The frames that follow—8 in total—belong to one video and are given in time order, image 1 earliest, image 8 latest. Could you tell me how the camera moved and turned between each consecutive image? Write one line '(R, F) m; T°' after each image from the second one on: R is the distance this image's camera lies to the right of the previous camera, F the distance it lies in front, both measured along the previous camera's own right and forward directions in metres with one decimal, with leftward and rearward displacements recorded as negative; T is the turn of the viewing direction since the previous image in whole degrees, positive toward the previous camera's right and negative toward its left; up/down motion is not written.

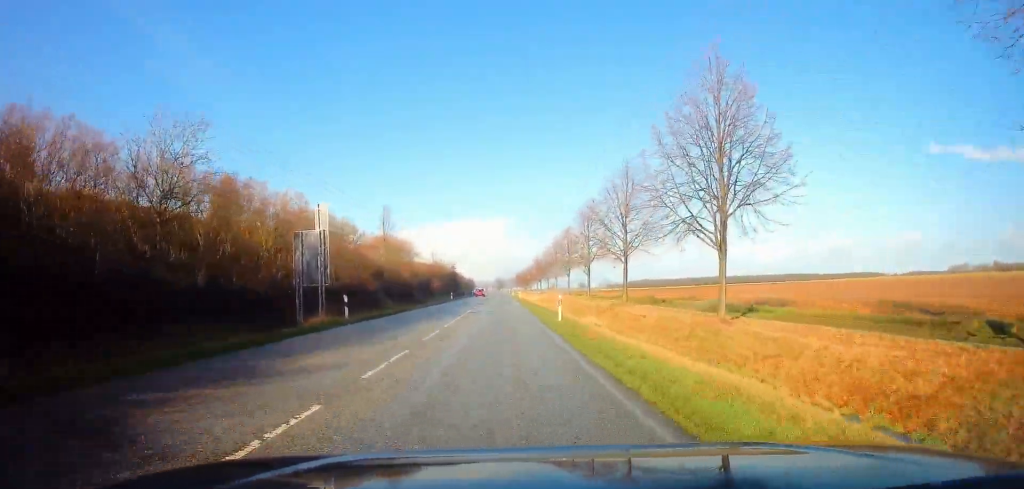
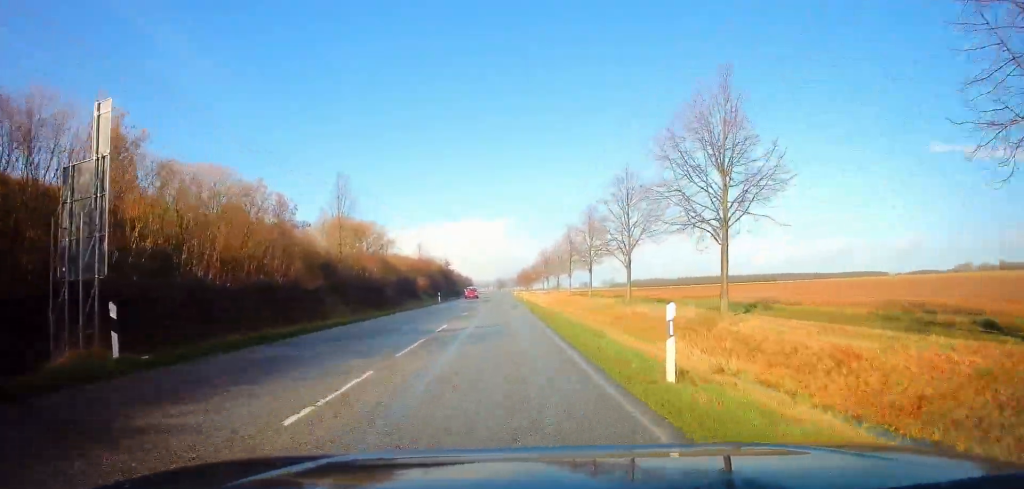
(0.0, +15.2) m; 0°
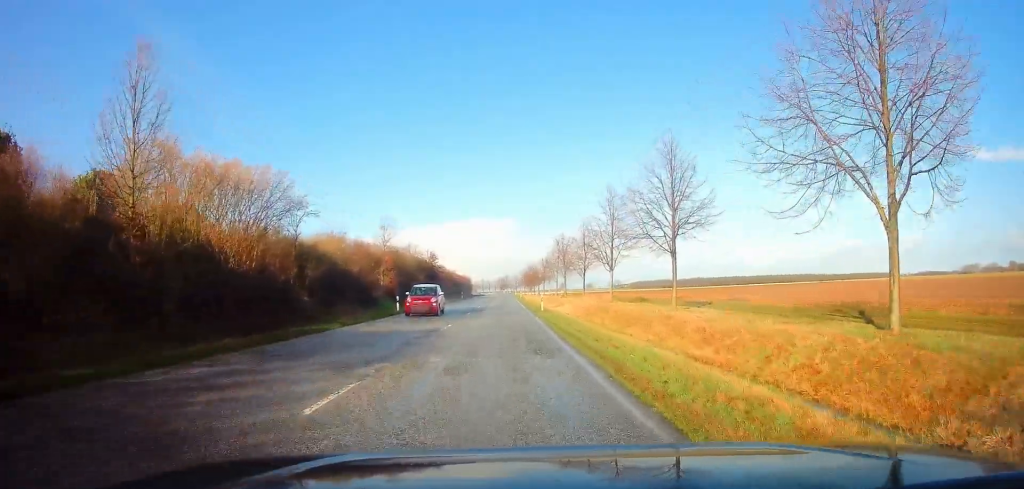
(-0.2, +23.5) m; -1°
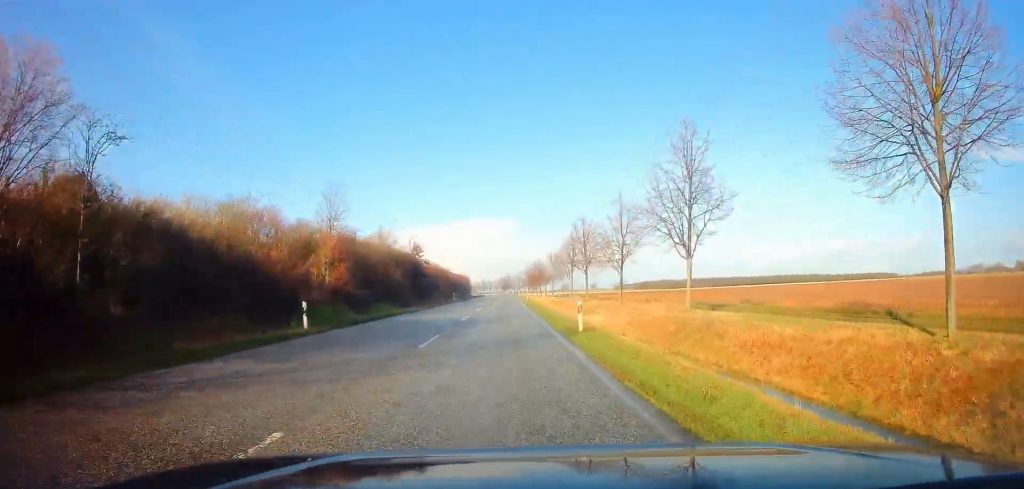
(-0.1, +16.7) m; 0°
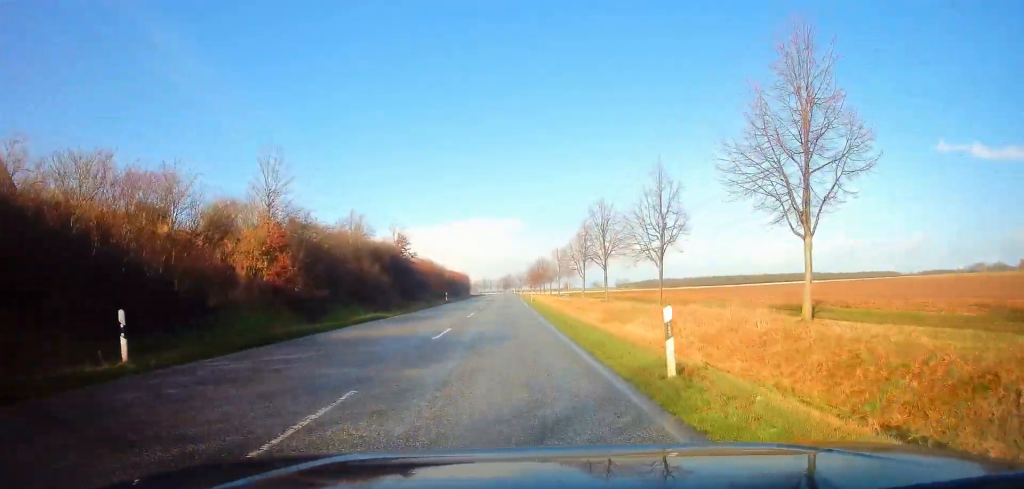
(+0.2, +9.7) m; 0°
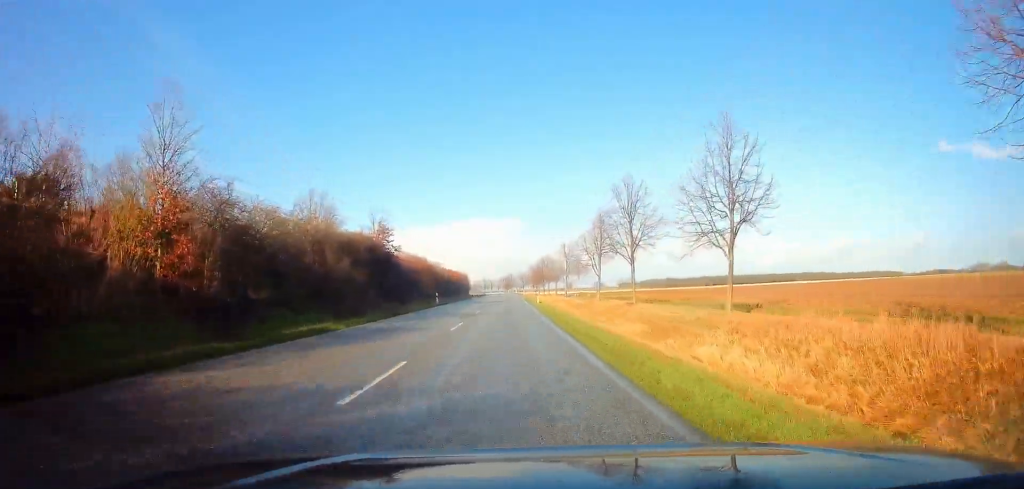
(0.0, +9.0) m; 0°
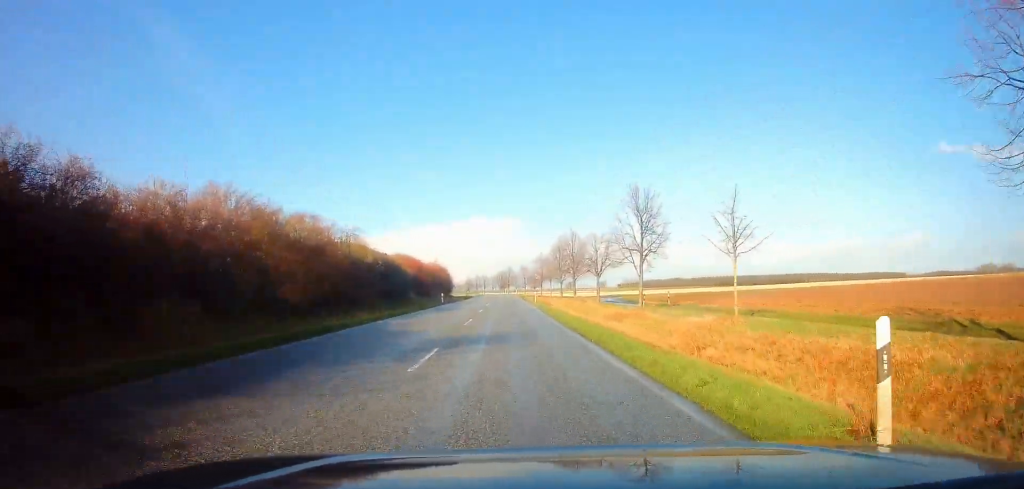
(+0.3, +45.4) m; +1°
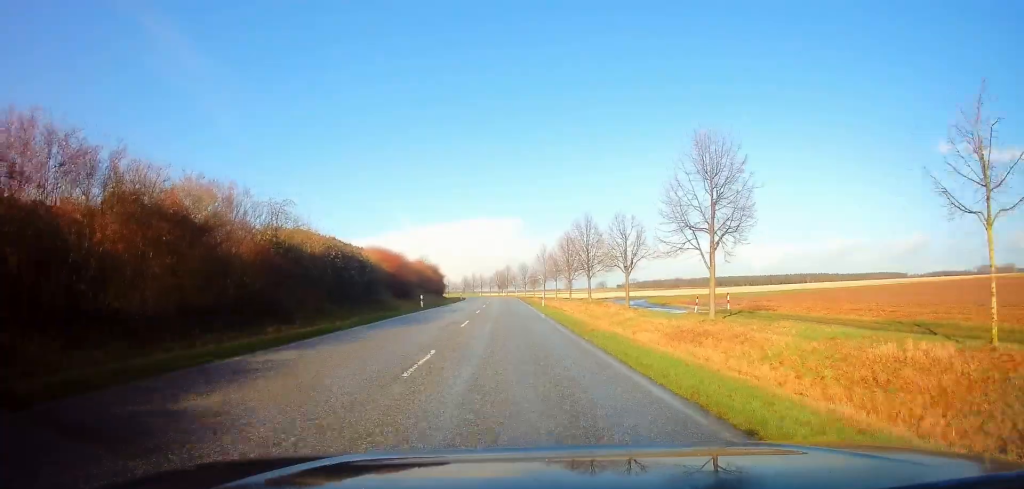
(0.0, +12.5) m; 0°
